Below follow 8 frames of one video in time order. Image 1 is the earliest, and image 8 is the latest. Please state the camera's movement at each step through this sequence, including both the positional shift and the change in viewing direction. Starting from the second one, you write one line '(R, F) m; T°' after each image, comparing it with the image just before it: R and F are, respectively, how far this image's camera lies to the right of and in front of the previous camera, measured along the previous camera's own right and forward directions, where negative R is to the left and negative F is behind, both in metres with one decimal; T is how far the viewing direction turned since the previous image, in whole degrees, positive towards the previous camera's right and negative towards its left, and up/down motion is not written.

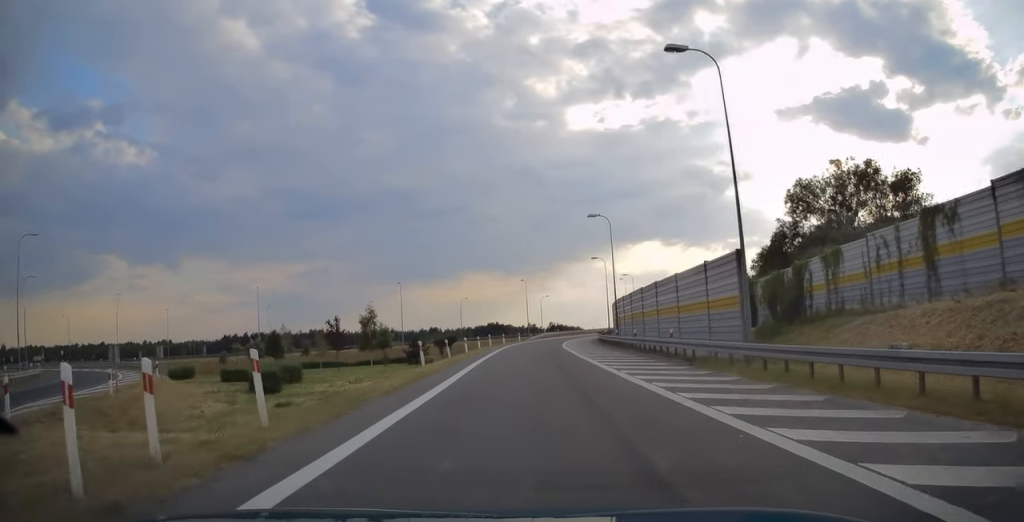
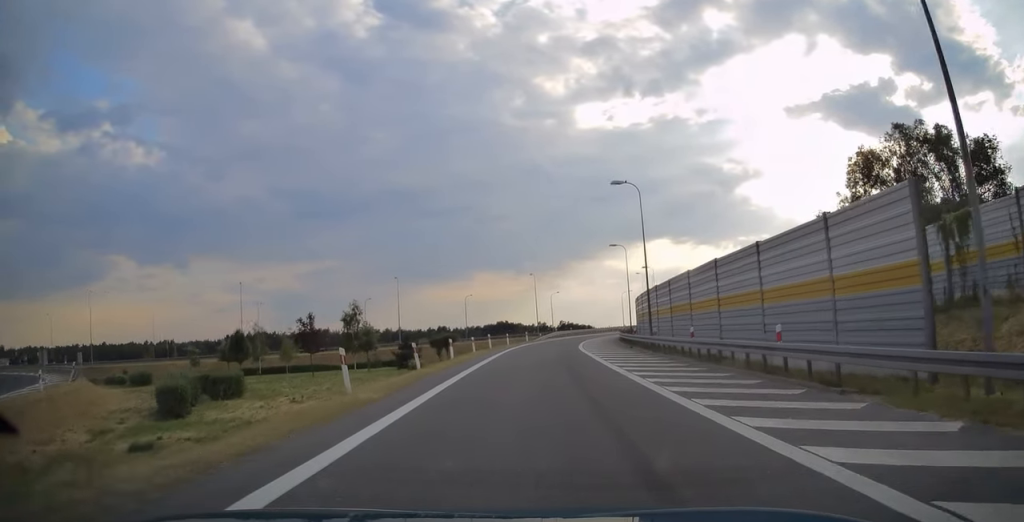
(+0.1, +10.3) m; -3°
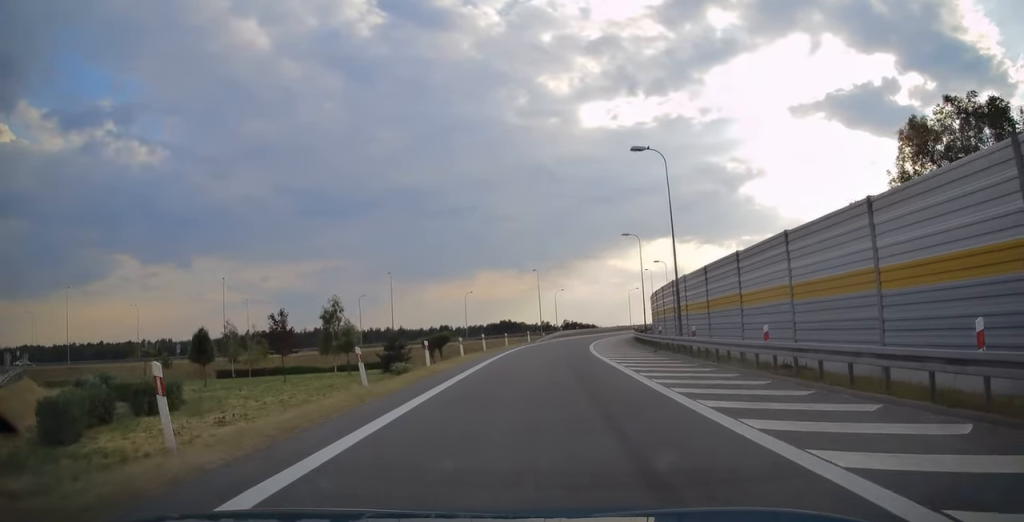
(-0.5, +7.0) m; -1°
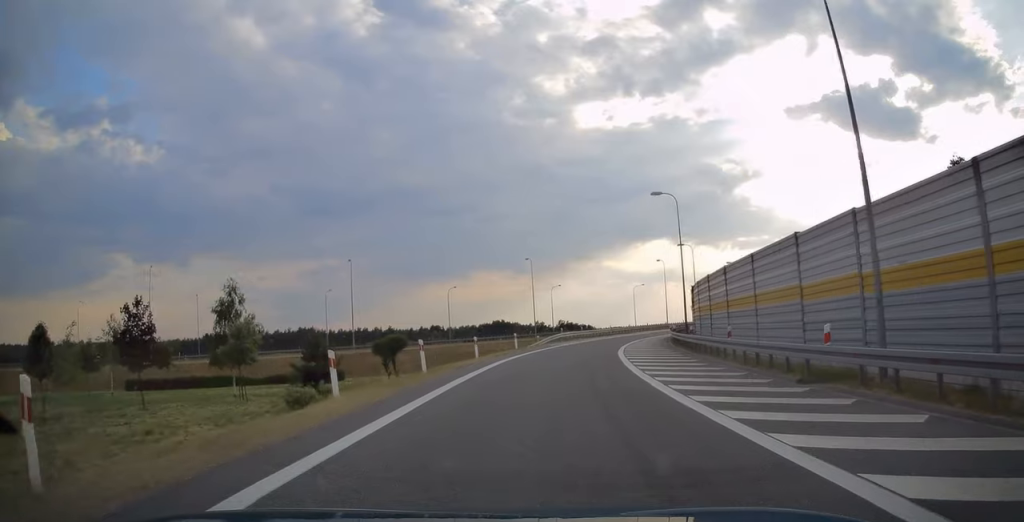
(-0.1, +18.5) m; -1°
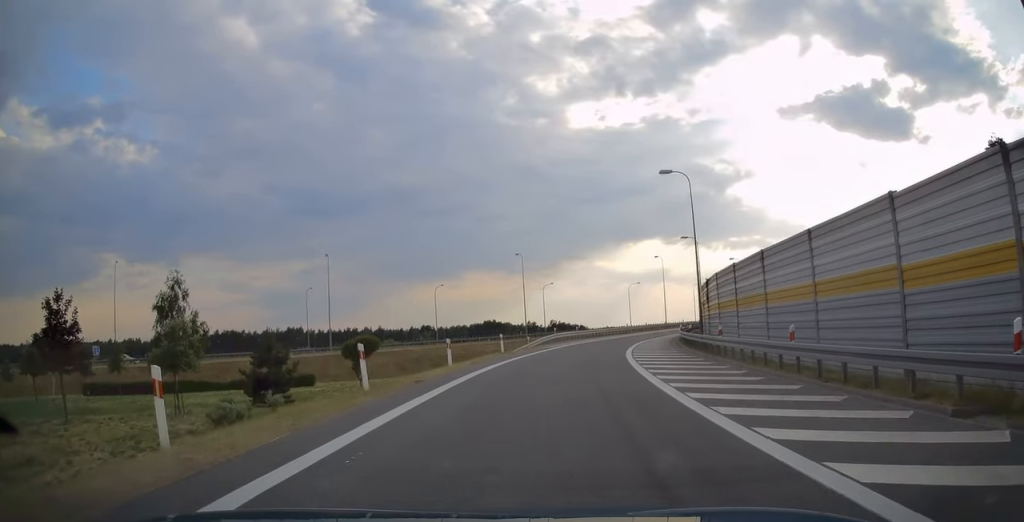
(-0.1, +5.8) m; 0°
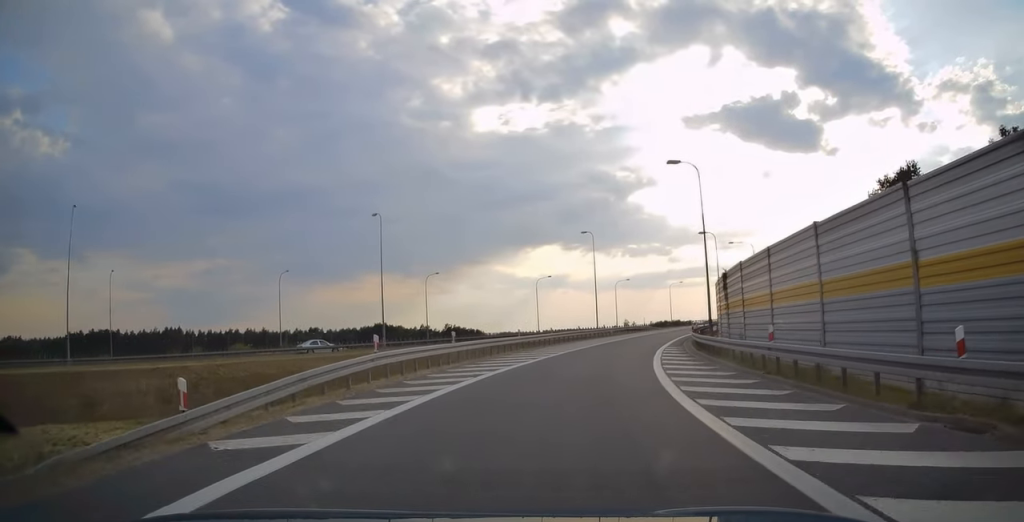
(+0.9, +32.0) m; +7°
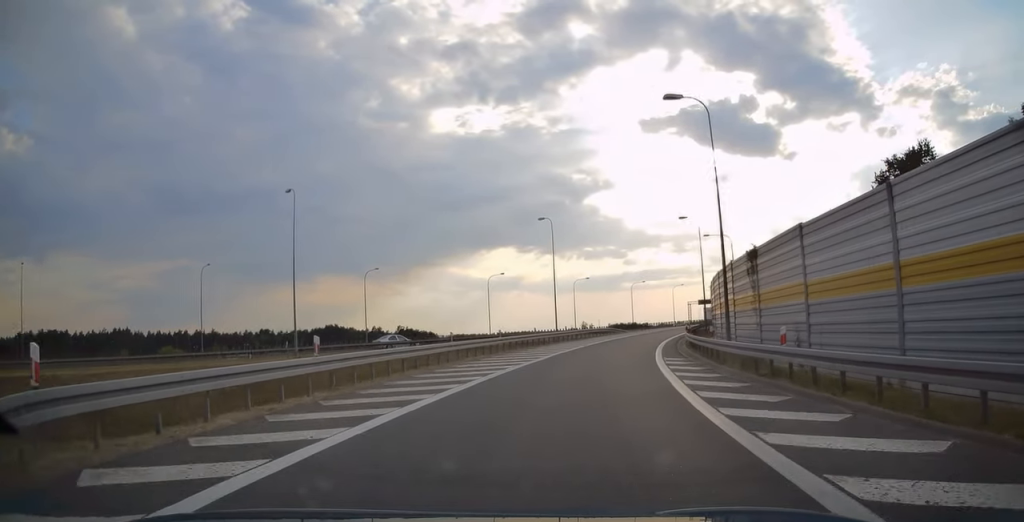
(+0.3, +10.2) m; +4°
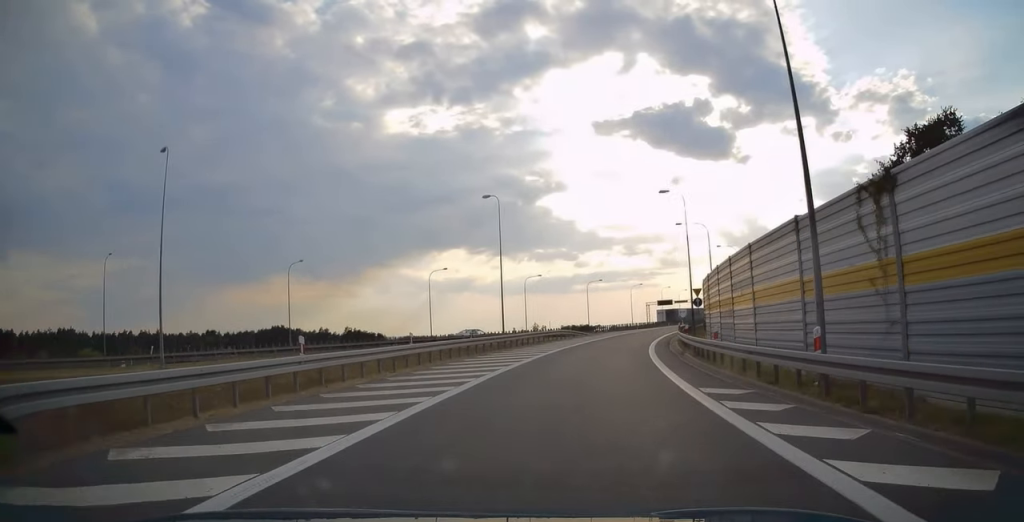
(+0.4, +11.1) m; +4°
